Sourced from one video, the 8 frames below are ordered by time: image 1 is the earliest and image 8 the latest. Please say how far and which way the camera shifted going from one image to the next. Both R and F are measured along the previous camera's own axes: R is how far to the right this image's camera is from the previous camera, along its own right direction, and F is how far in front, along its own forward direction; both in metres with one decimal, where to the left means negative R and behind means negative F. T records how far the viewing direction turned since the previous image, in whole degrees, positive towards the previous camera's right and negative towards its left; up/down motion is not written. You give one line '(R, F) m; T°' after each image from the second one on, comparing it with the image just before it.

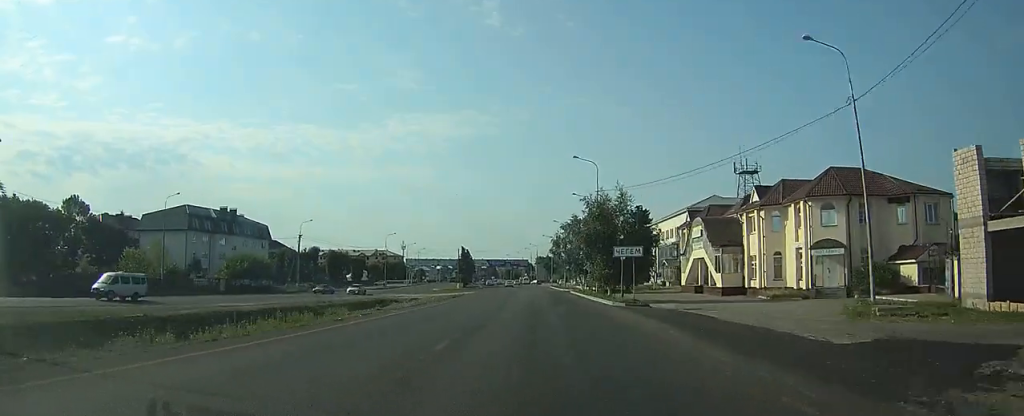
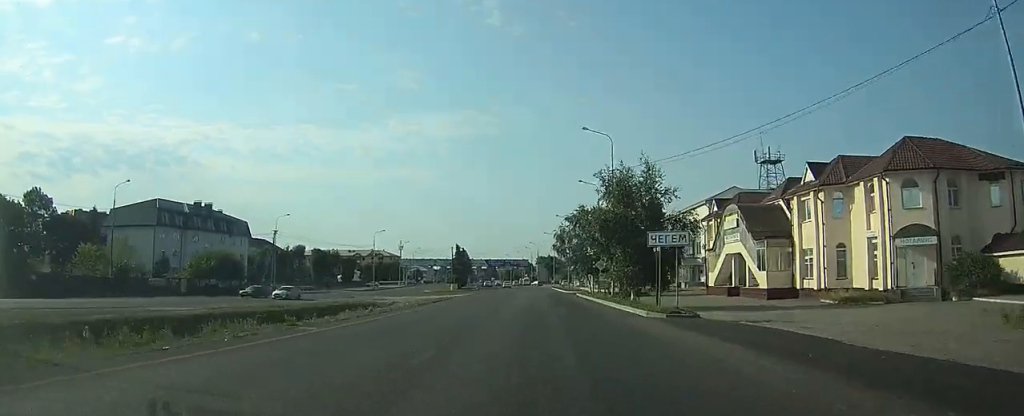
(0.0, +10.5) m; 0°
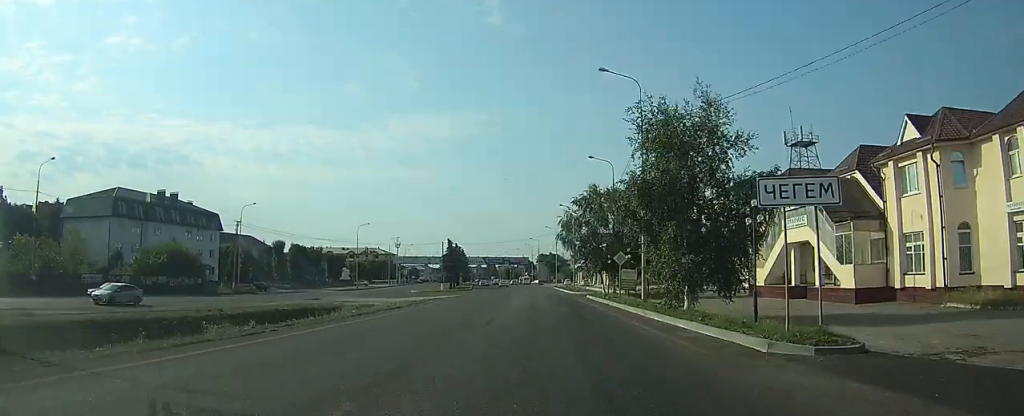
(0.0, +12.3) m; 0°
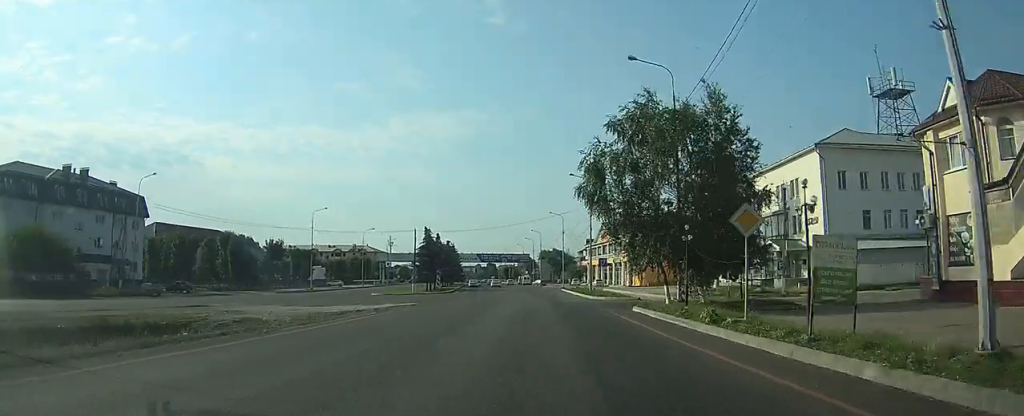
(0.0, +24.3) m; 0°
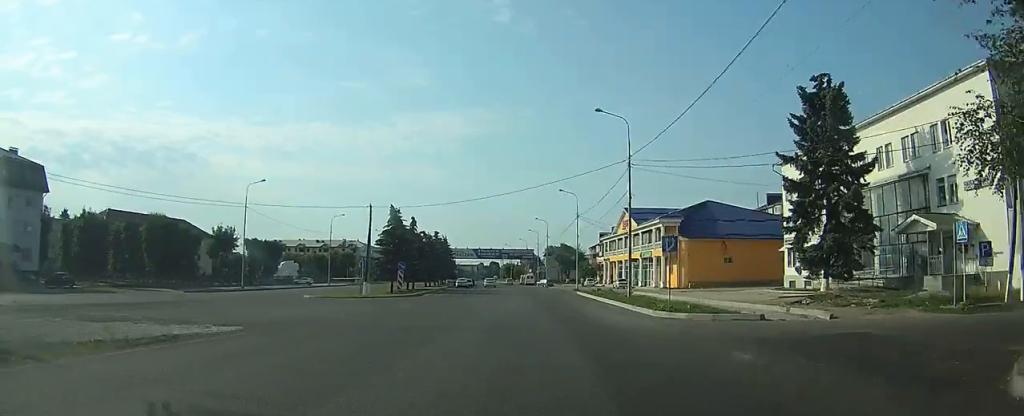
(-0.1, +23.2) m; 0°
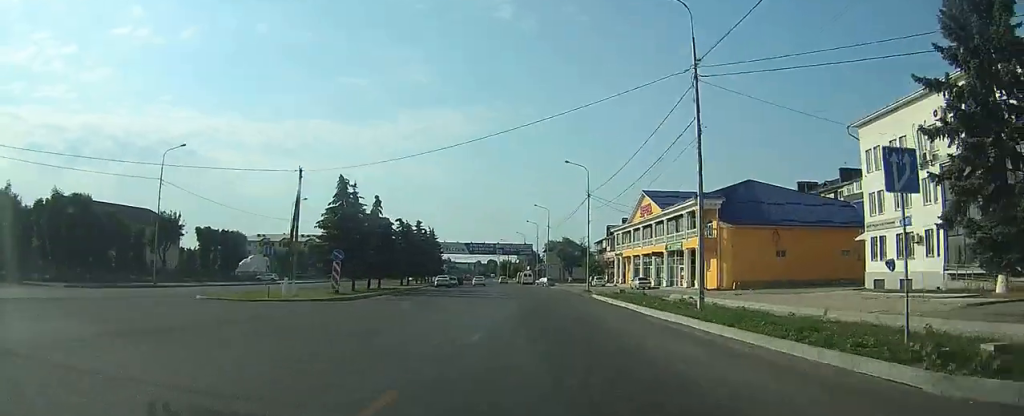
(-0.1, +16.8) m; 0°
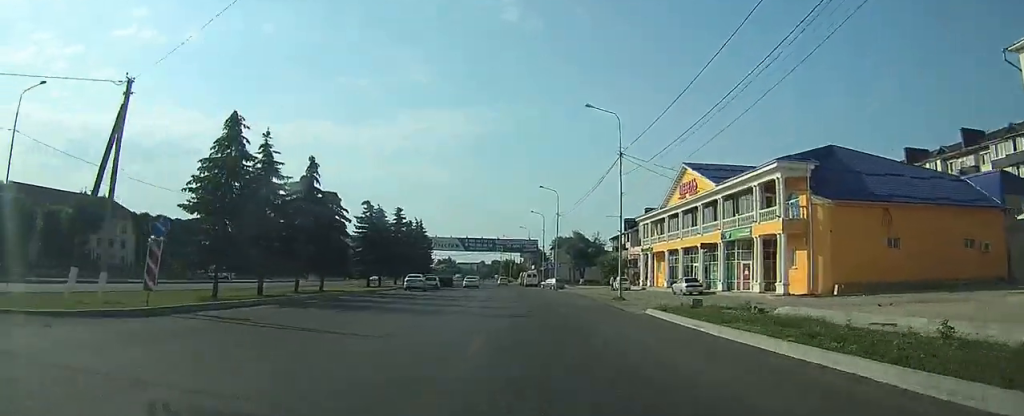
(0.0, +19.0) m; 0°
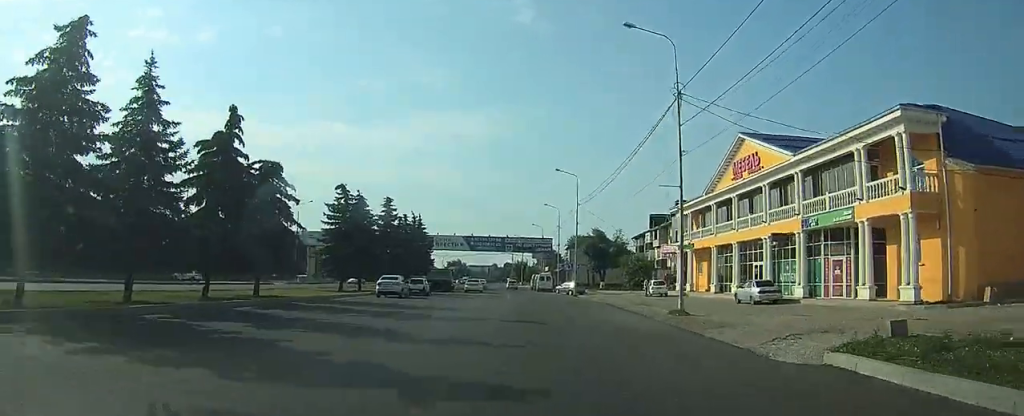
(-0.1, +13.3) m; 0°
